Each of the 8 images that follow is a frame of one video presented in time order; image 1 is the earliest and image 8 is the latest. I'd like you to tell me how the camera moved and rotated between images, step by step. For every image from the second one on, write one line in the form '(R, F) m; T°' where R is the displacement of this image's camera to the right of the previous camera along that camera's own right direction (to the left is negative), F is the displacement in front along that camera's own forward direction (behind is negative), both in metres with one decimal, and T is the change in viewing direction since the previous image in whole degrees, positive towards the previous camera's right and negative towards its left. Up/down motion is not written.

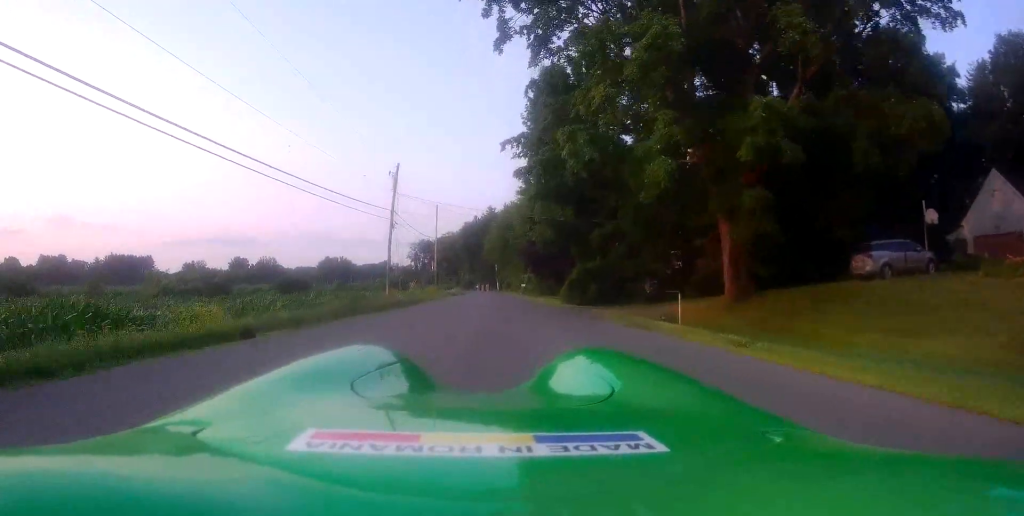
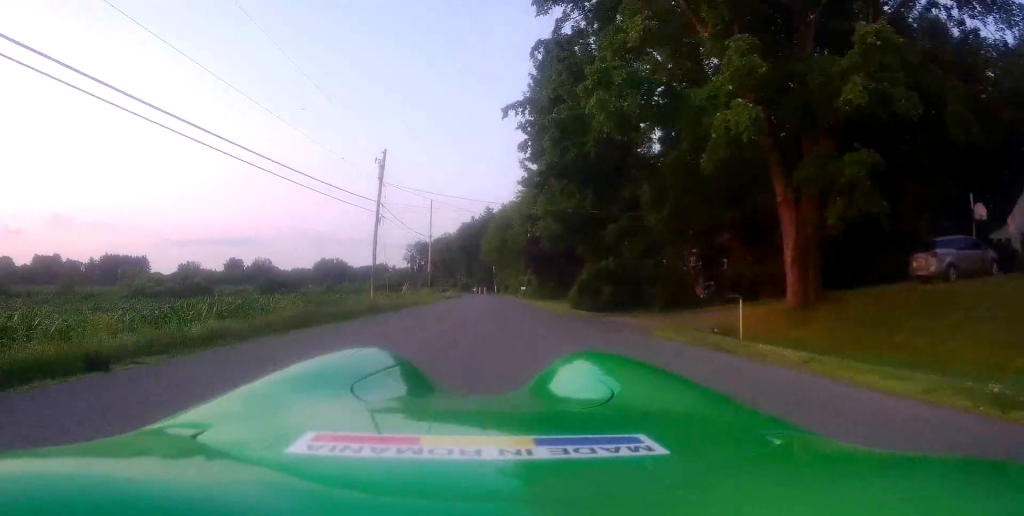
(-0.2, +4.6) m; -1°
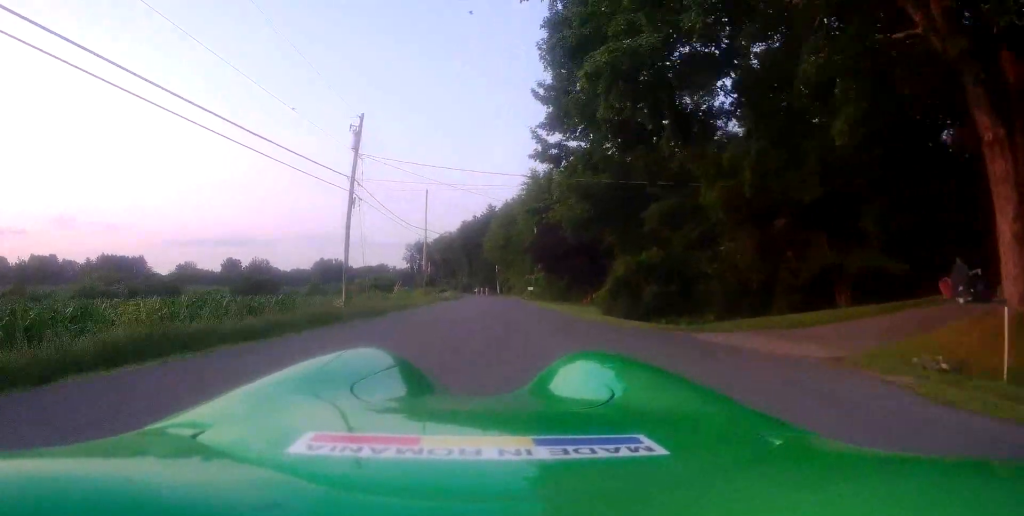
(-0.2, +8.0) m; -1°
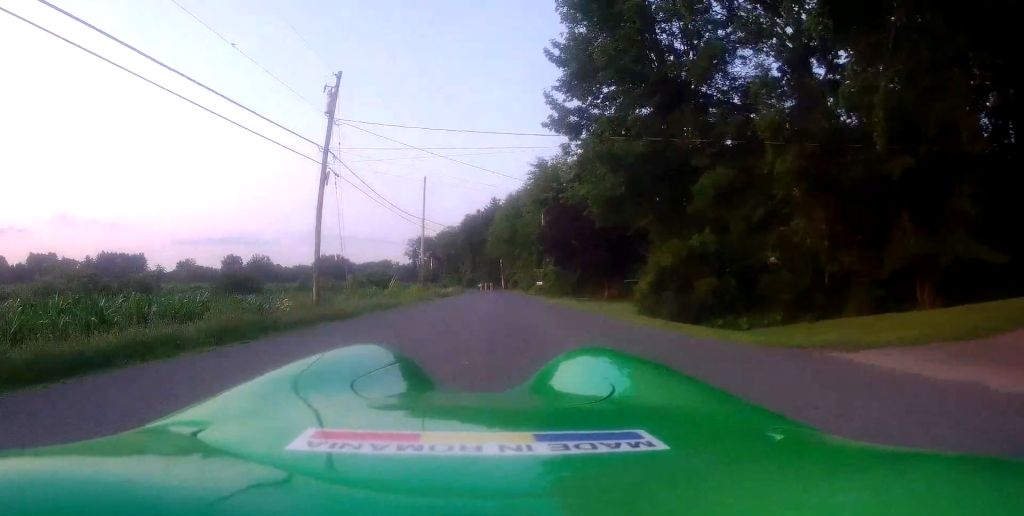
(-0.1, +5.8) m; +1°
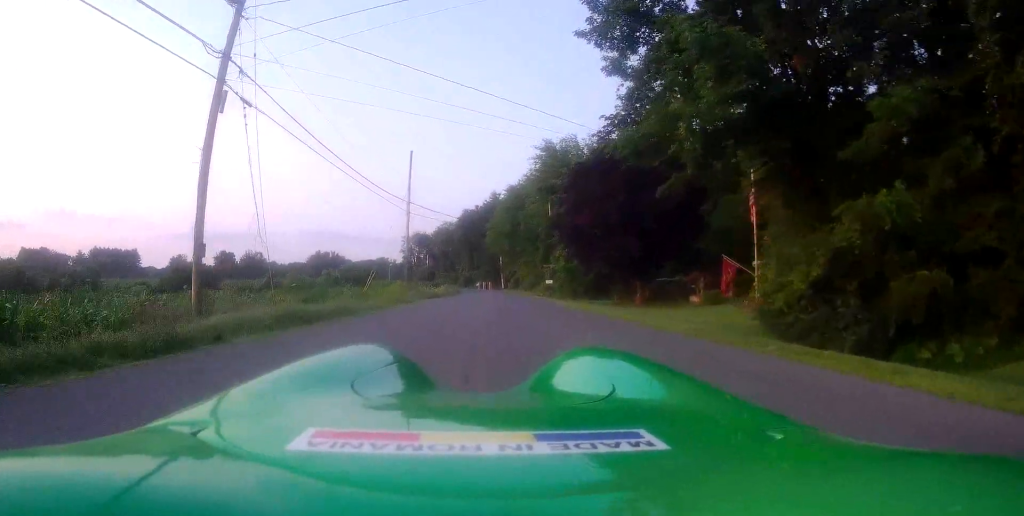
(+0.3, +9.8) m; 0°
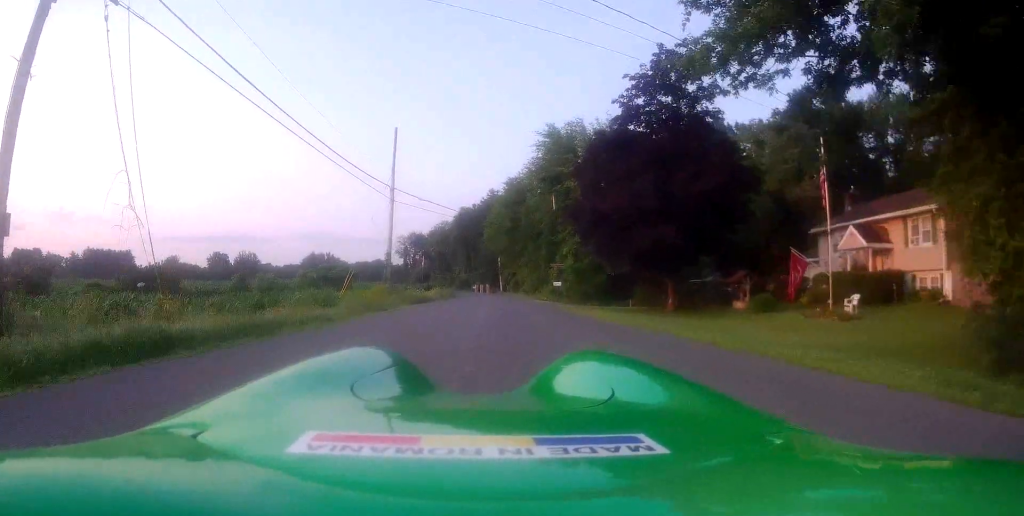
(-0.1, +6.5) m; -1°
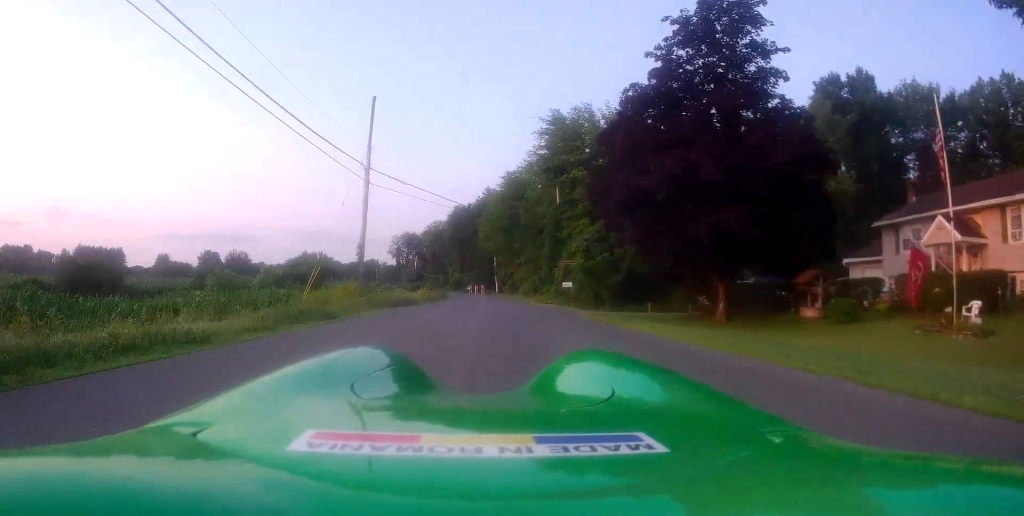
(-0.1, +6.9) m; -1°
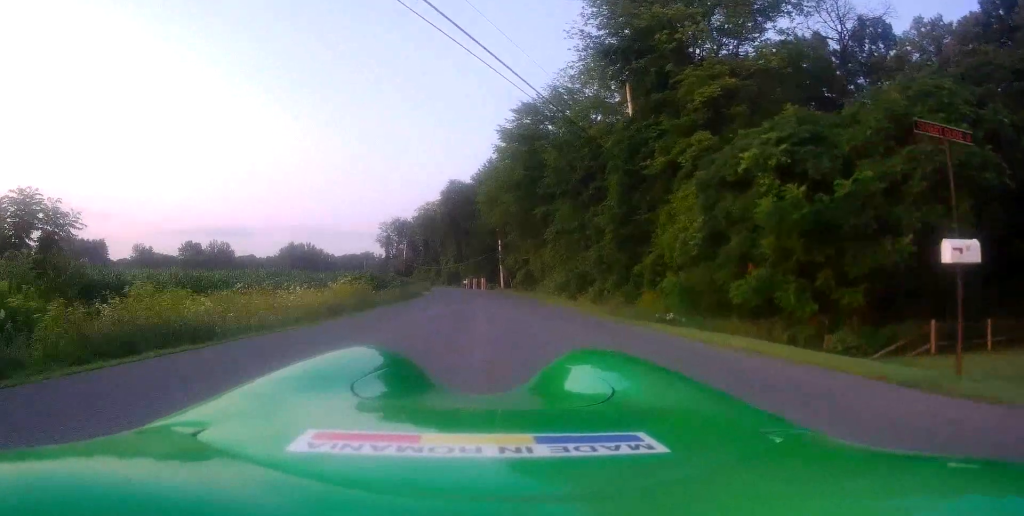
(+0.2, +27.8) m; +3°
